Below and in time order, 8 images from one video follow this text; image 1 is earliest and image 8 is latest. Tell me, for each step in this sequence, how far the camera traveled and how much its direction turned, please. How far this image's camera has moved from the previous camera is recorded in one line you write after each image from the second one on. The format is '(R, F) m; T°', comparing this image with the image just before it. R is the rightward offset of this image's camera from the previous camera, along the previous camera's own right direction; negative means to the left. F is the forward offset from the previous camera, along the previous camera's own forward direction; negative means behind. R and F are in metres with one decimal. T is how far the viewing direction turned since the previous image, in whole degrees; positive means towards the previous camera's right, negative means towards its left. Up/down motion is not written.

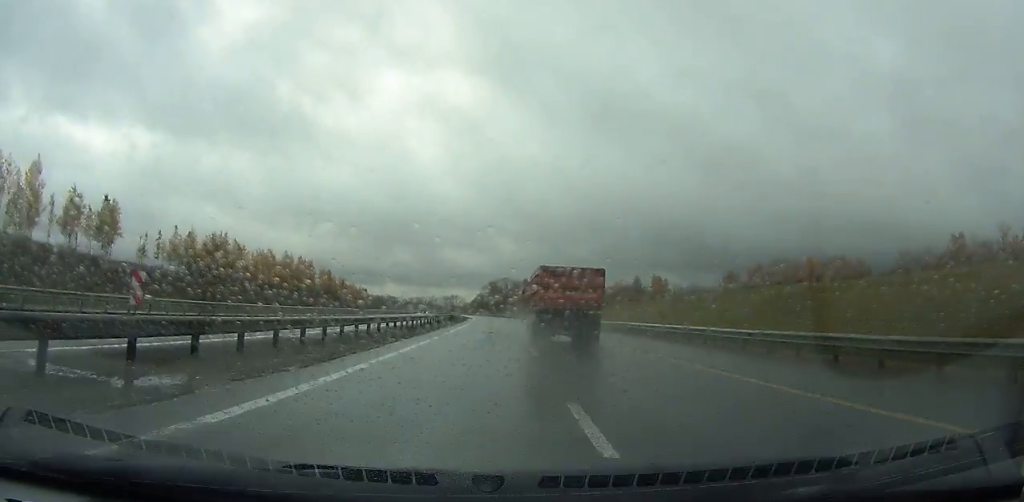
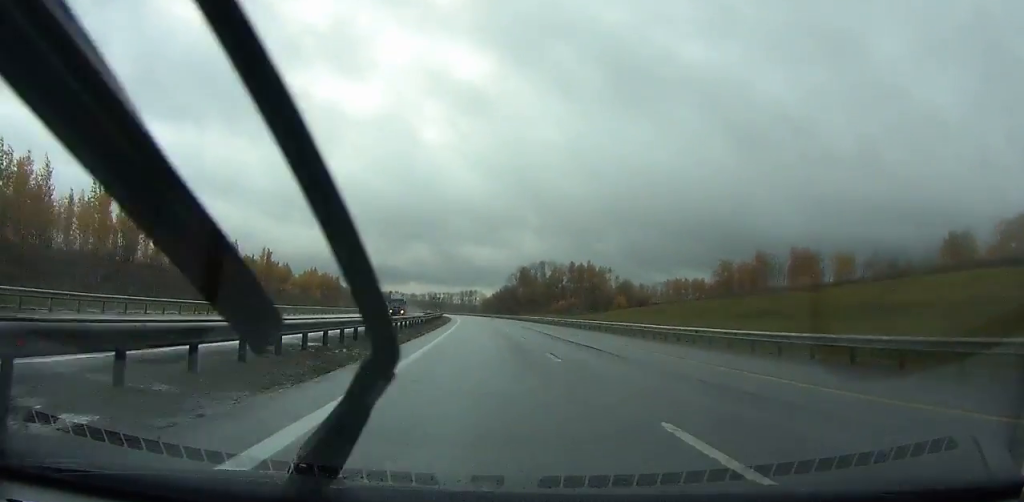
(-4.1, +119.0) m; -4°
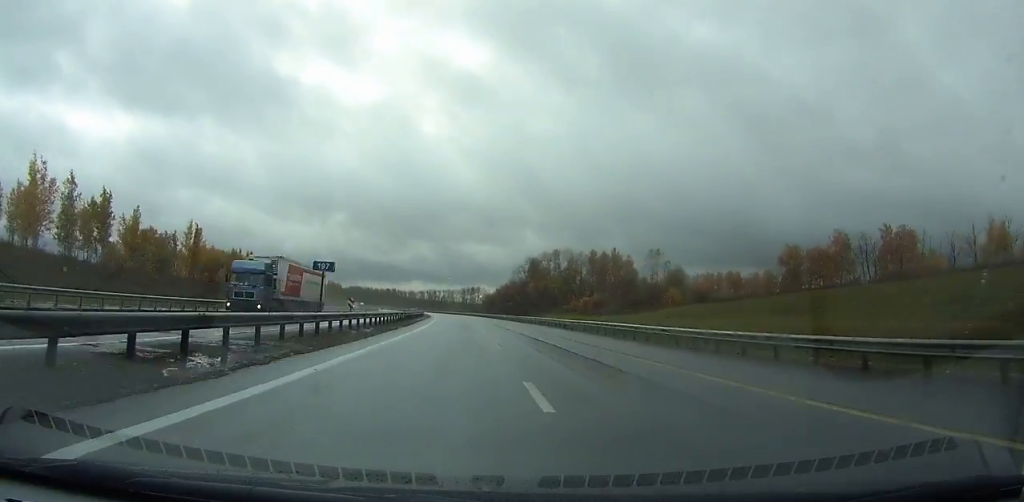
(-0.1, +43.5) m; -1°
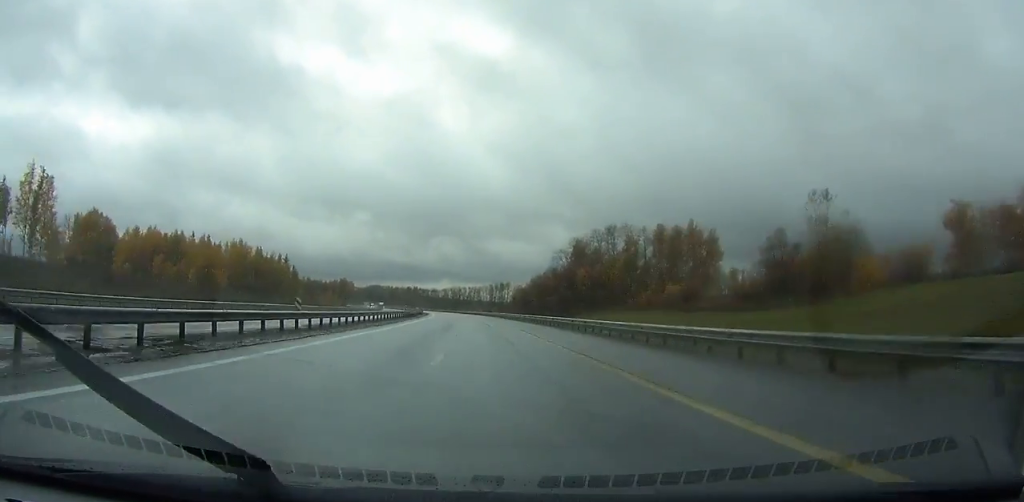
(-0.9, +53.5) m; -2°
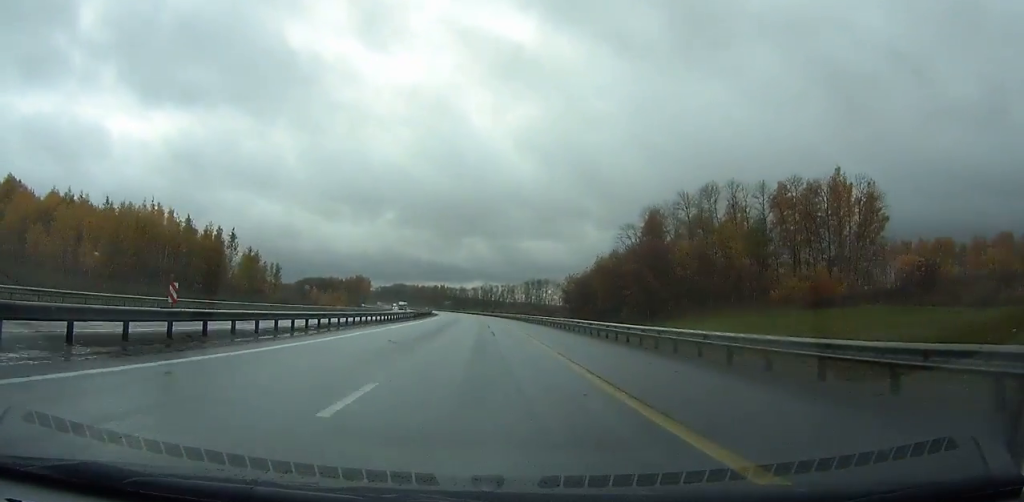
(-0.7, +53.7) m; -2°
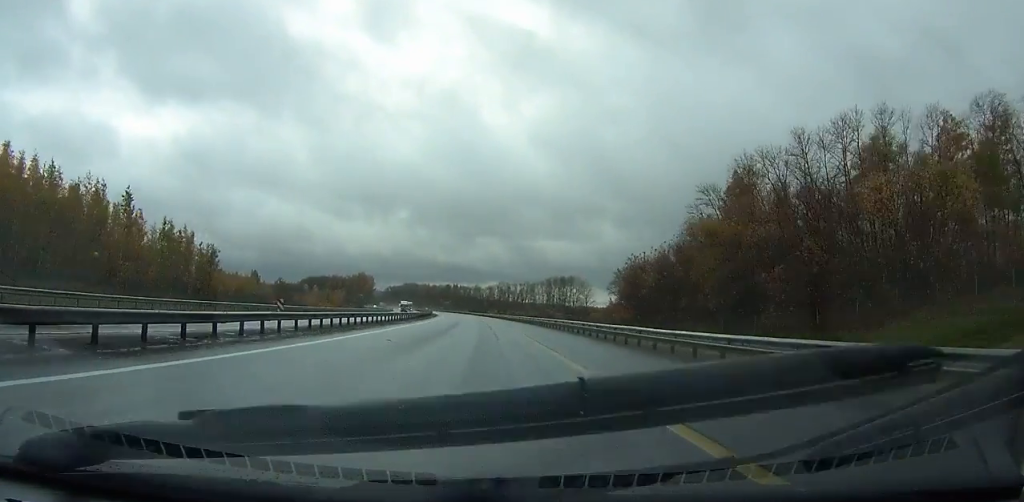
(-0.9, +41.5) m; -2°
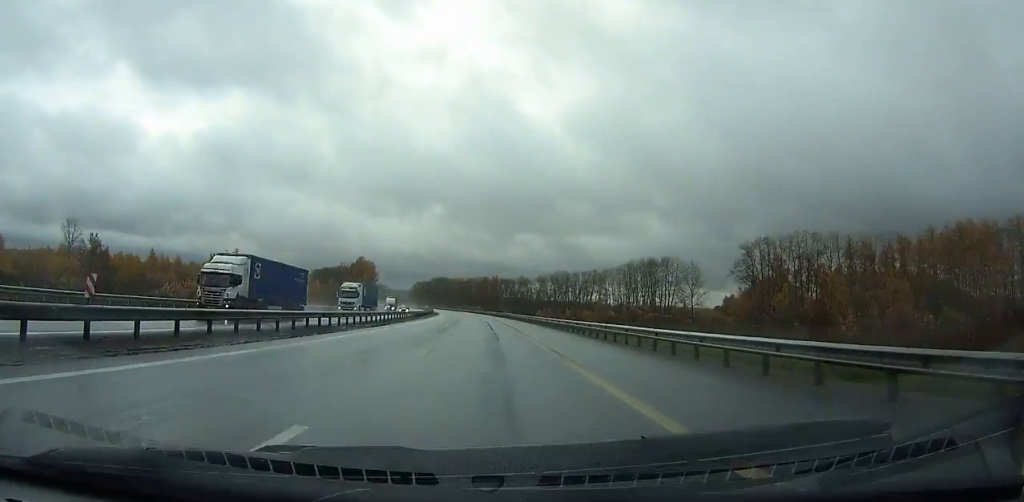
(-4.3, +105.8) m; -5°
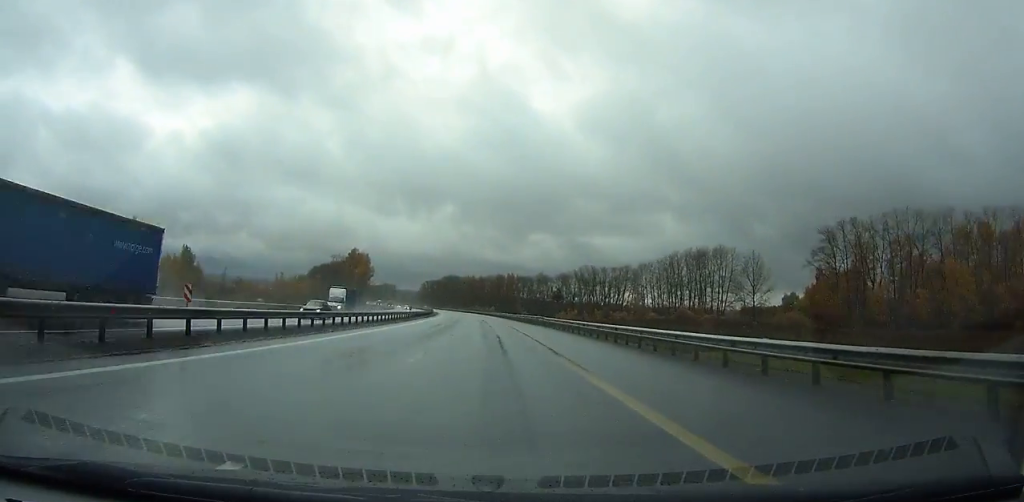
(-0.4, +38.7) m; -2°
